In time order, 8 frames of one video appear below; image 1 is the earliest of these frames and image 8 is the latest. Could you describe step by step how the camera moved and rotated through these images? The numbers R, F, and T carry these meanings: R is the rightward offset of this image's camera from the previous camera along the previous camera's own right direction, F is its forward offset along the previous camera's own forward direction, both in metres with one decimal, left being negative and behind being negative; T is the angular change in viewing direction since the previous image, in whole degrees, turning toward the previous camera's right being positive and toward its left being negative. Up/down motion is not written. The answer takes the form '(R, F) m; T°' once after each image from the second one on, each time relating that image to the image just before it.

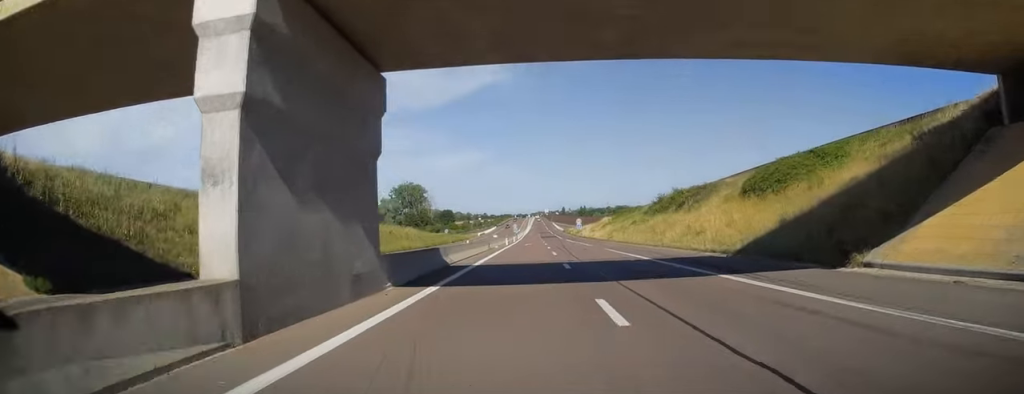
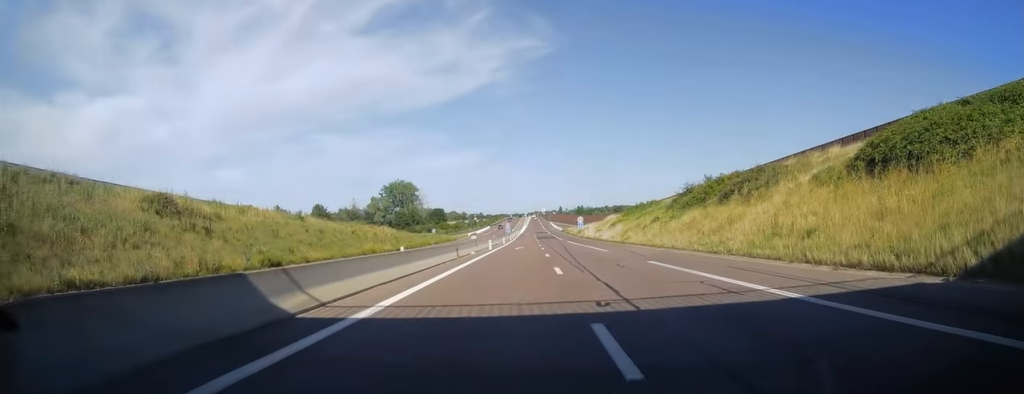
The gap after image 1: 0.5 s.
(+0.2, +15.8) m; 0°
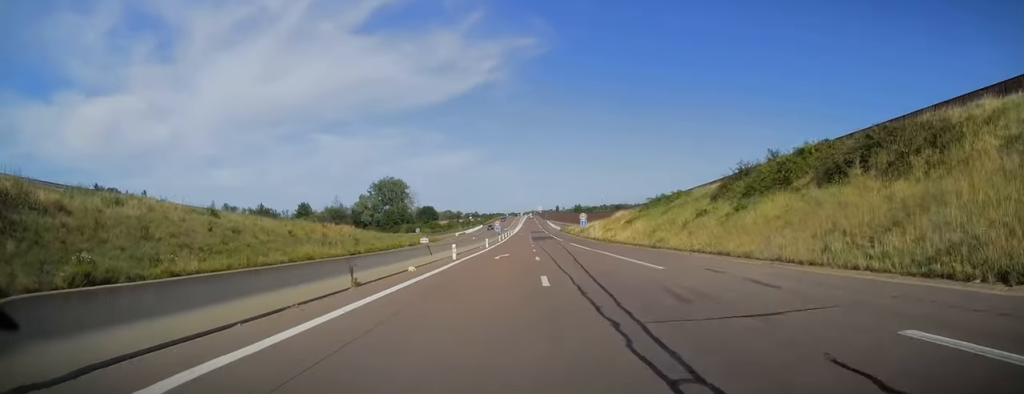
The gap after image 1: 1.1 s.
(+0.3, +17.3) m; 0°
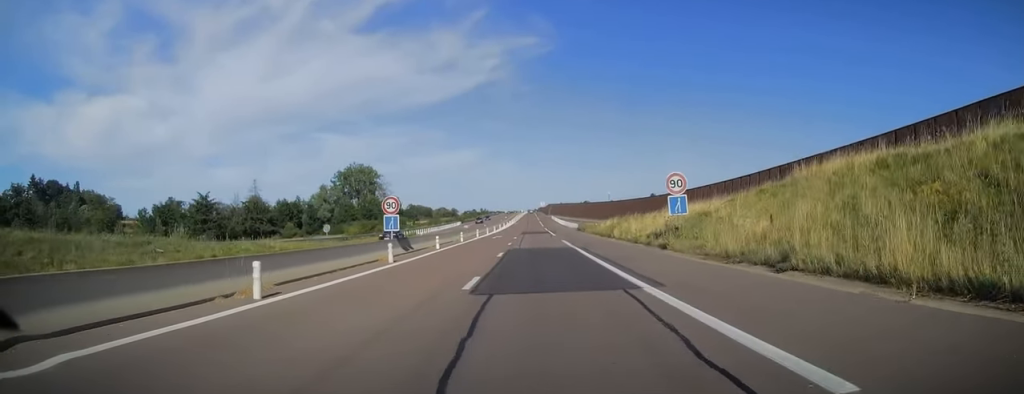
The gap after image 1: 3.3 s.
(-0.1, +66.0) m; 0°
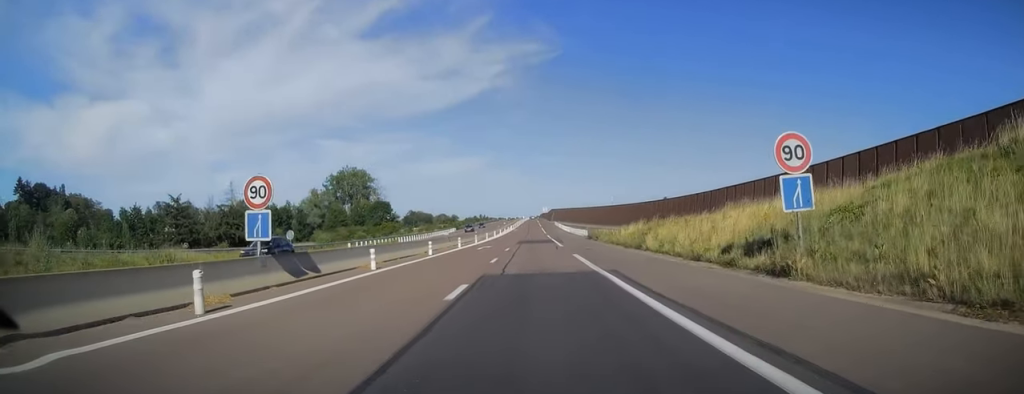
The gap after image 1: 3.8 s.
(-0.2, +13.8) m; 0°
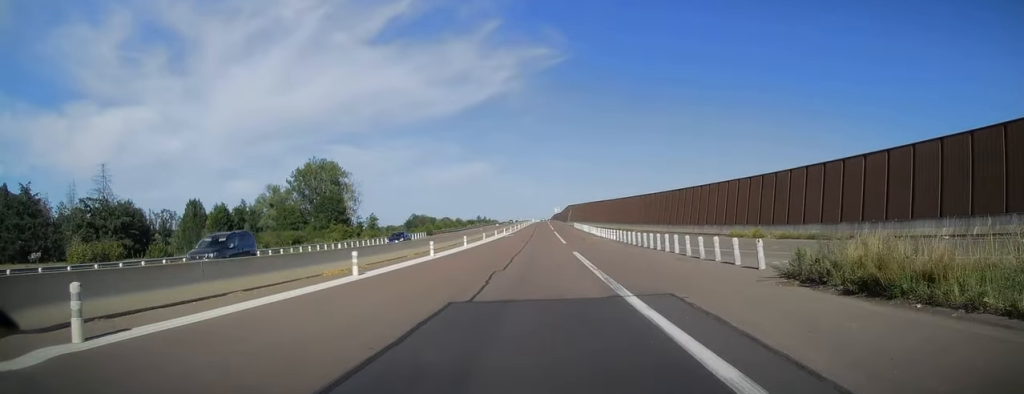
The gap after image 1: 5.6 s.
(-0.2, +51.1) m; -1°
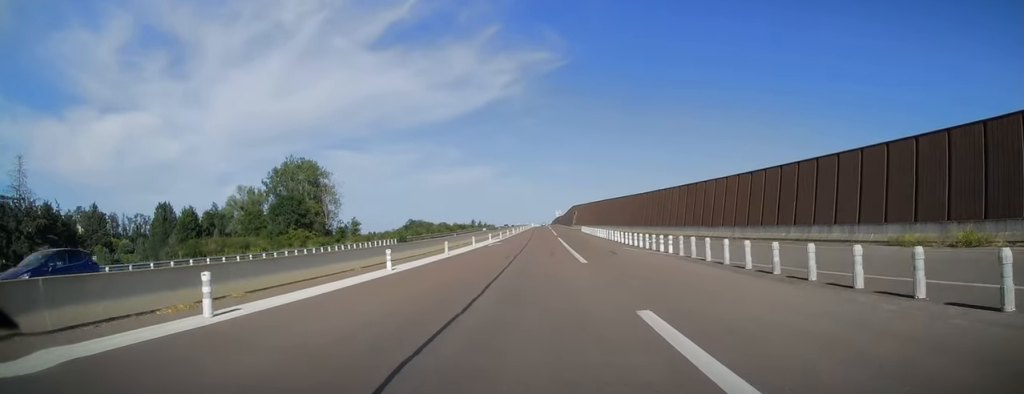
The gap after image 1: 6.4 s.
(0.0, +20.7) m; 0°
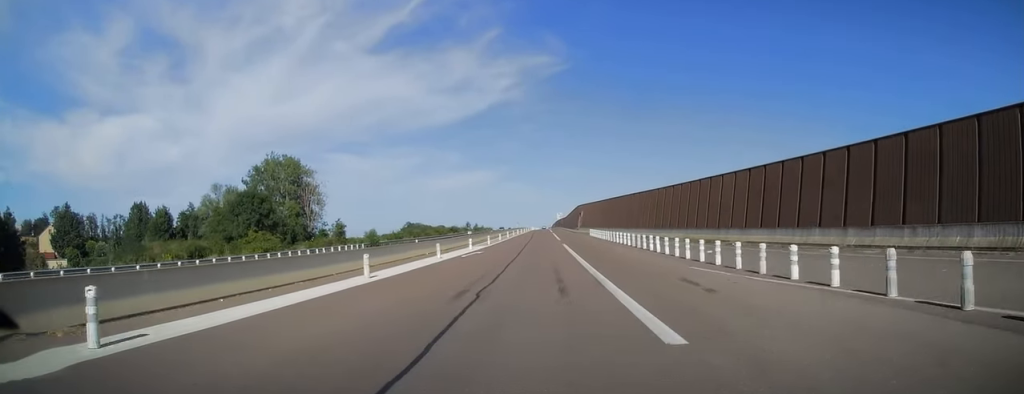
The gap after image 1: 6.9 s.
(-0.2, +15.0) m; 0°
